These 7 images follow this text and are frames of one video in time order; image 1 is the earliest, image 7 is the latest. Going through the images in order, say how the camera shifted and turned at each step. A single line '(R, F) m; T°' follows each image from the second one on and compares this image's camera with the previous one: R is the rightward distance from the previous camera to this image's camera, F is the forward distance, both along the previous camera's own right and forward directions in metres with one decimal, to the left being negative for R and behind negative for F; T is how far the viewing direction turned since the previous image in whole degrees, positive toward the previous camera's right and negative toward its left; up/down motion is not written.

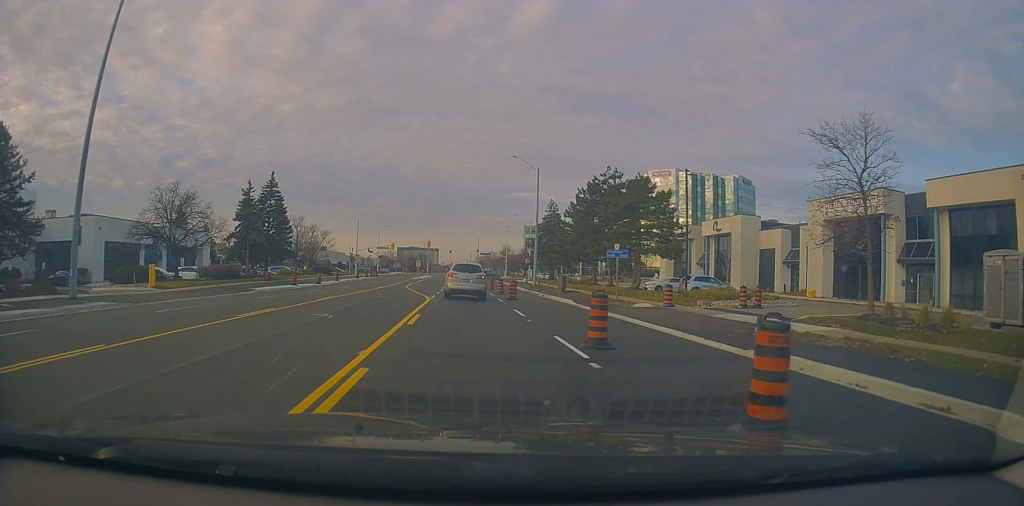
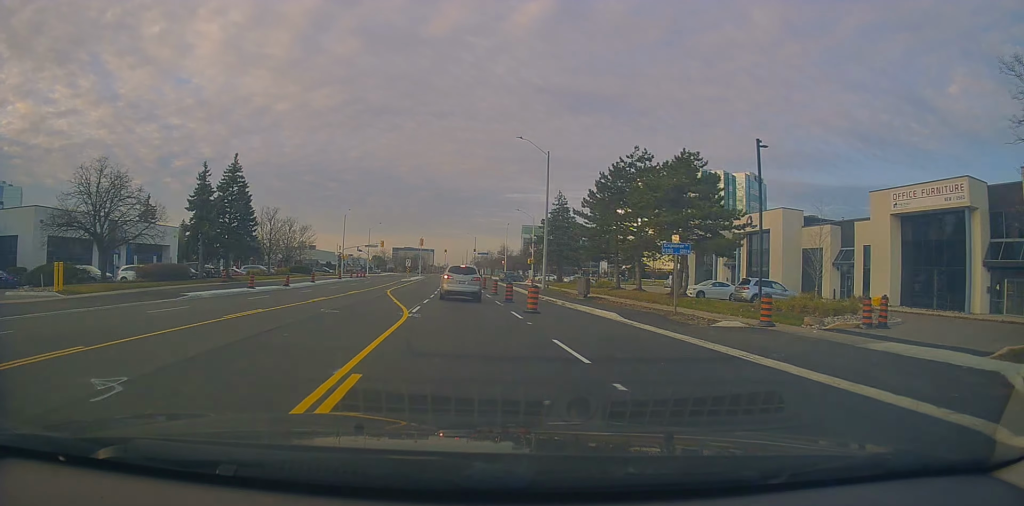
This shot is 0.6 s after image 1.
(+0.5, +9.2) m; 0°
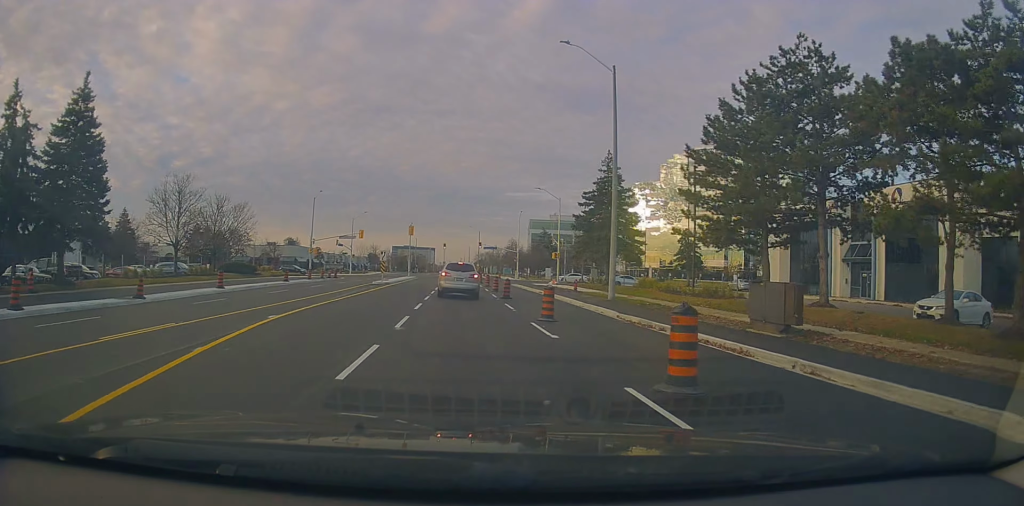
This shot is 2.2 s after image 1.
(-0.9, +22.8) m; -3°
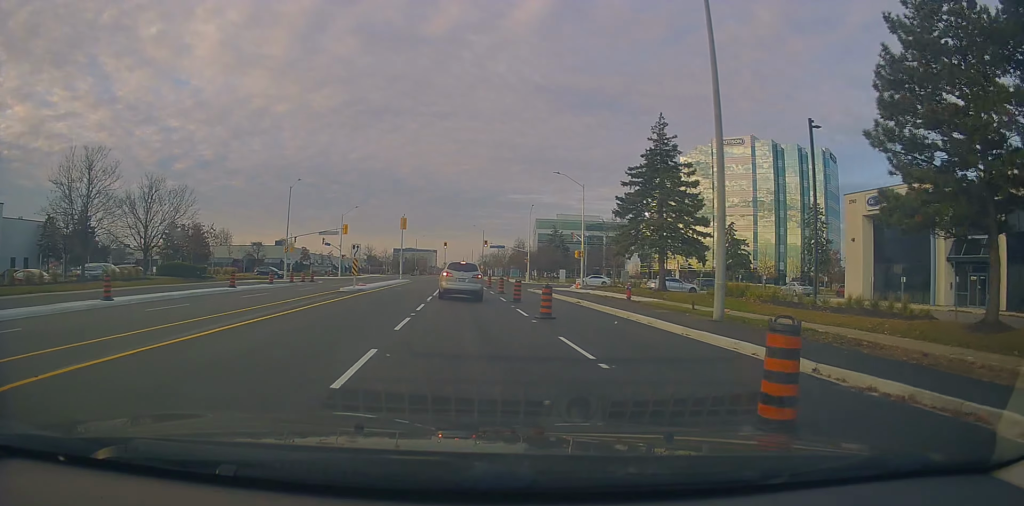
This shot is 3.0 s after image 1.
(+0.5, +12.3) m; +2°
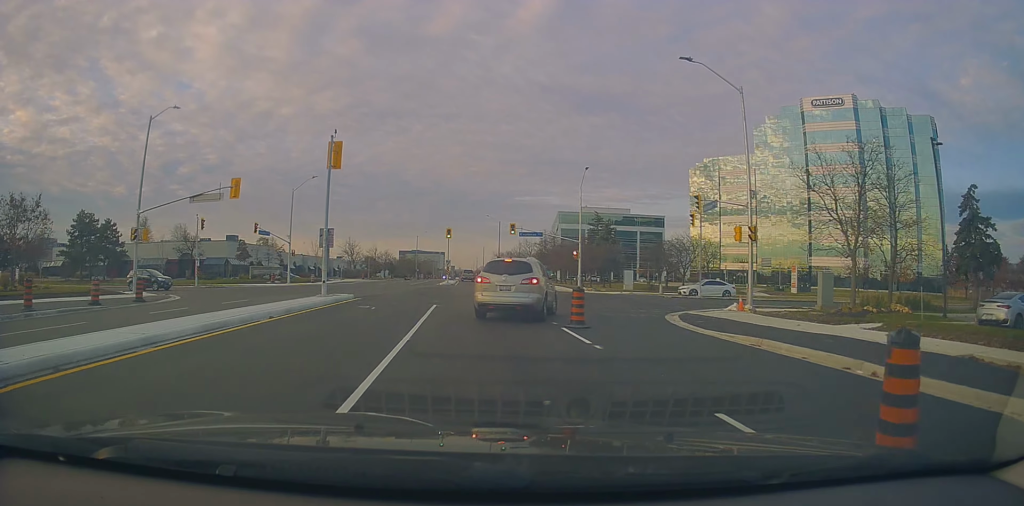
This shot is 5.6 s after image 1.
(+0.3, +33.6) m; +1°
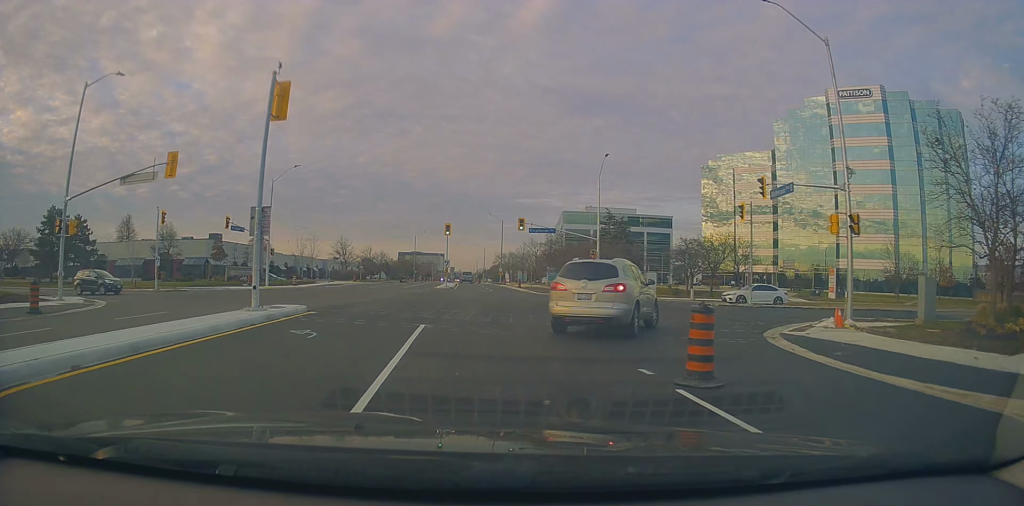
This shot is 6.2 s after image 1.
(0.0, +7.7) m; 0°
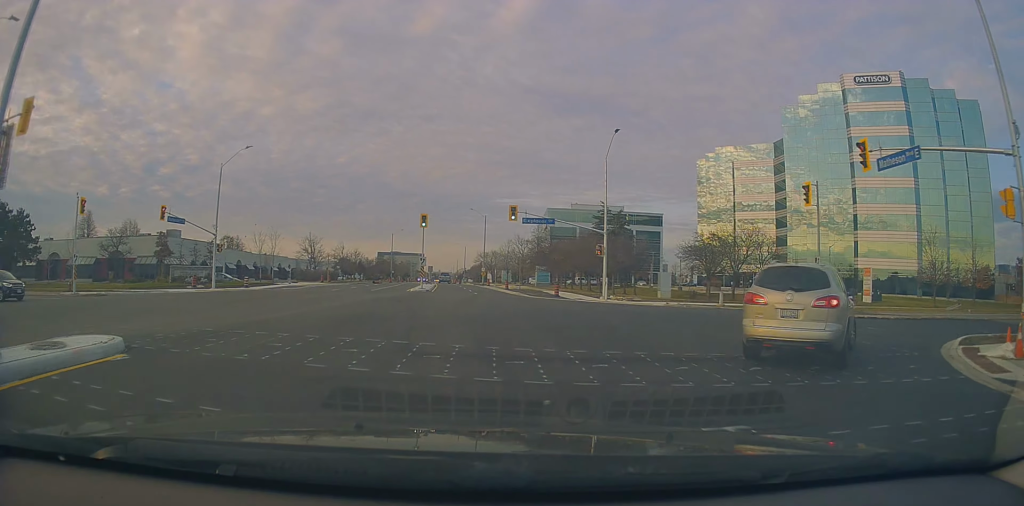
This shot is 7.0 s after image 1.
(0.0, +8.9) m; 0°
